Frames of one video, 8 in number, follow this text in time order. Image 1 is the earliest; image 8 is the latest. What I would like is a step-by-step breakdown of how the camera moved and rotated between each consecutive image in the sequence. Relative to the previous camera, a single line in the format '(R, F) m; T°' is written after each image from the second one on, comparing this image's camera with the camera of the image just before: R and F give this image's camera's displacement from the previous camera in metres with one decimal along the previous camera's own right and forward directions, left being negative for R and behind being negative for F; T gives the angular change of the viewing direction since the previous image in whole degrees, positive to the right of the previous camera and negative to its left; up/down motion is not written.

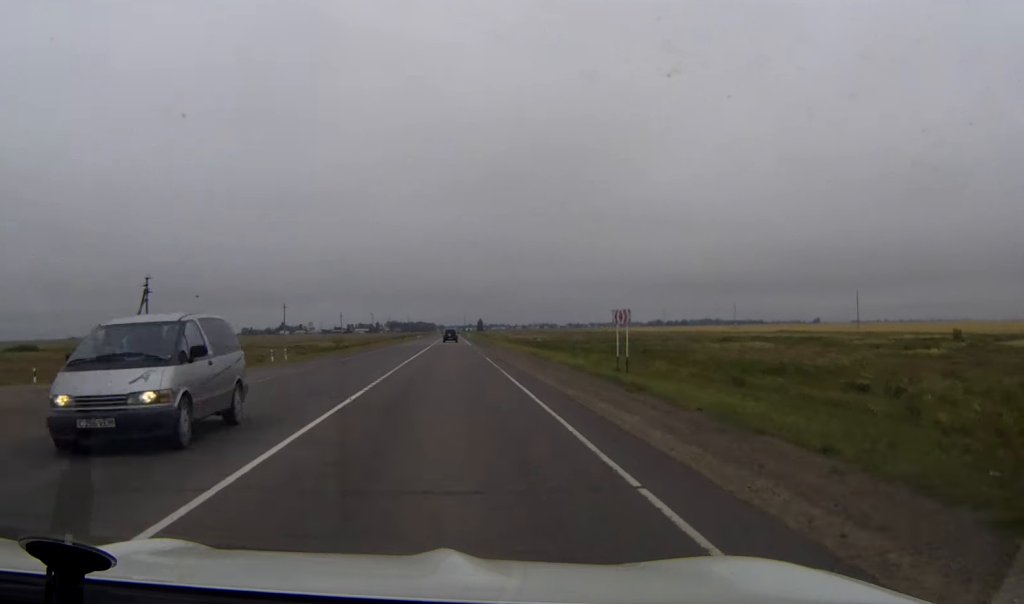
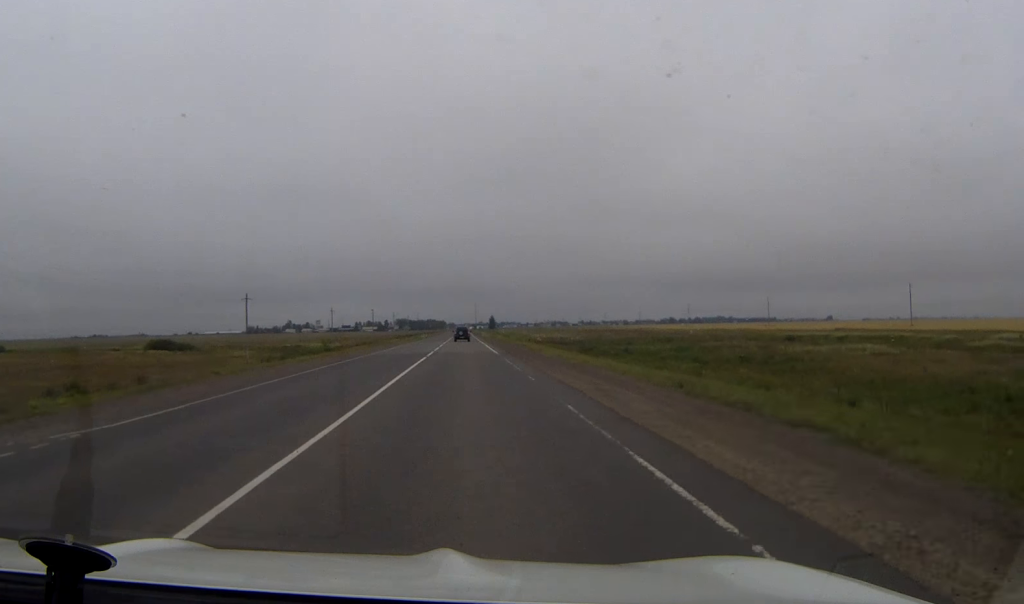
(0.0, +36.2) m; 0°
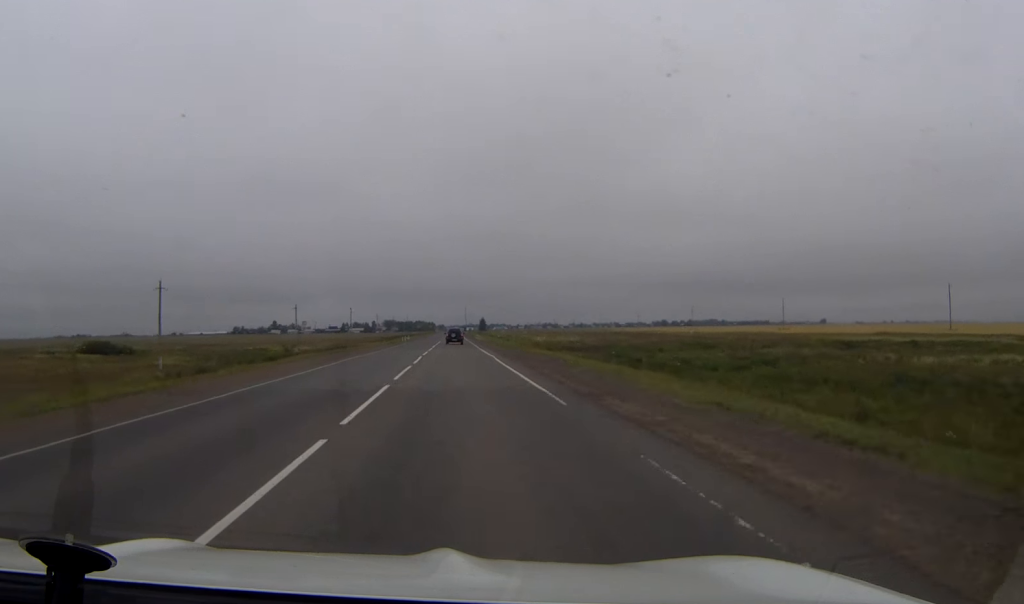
(+0.1, +33.4) m; 0°
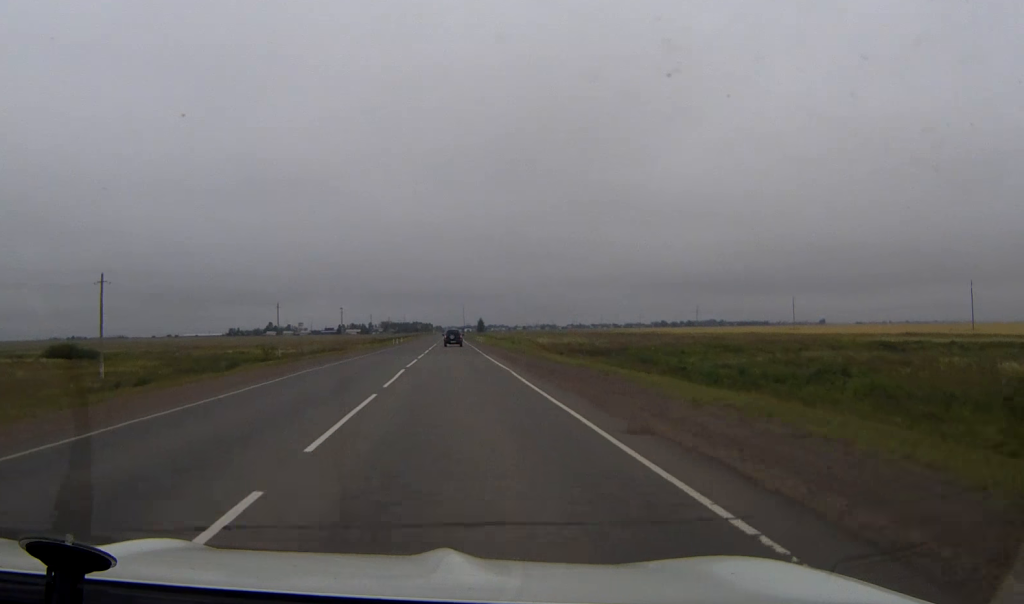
(0.0, +15.2) m; 0°
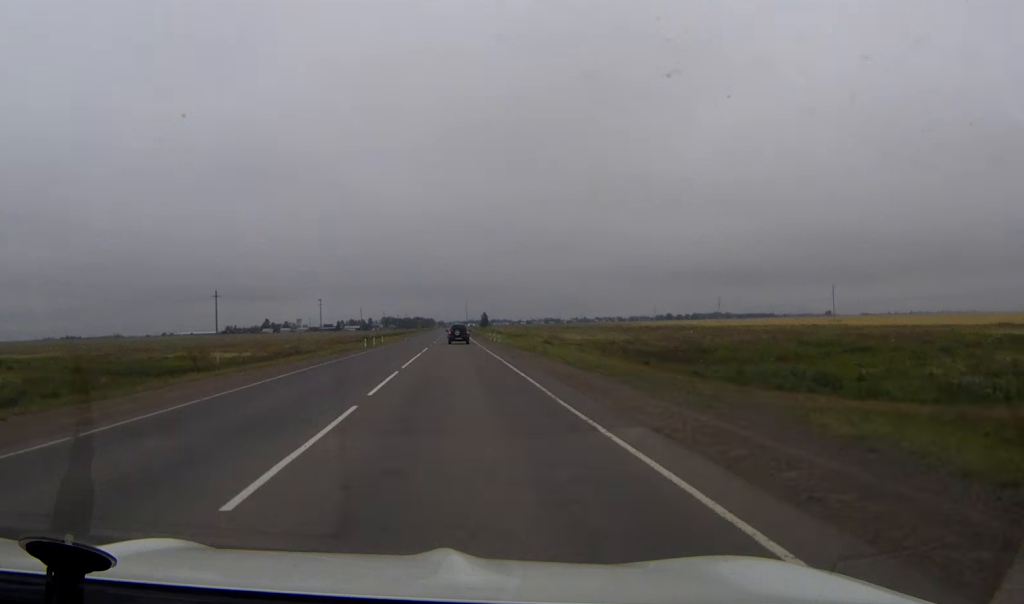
(-0.1, +41.0) m; 0°
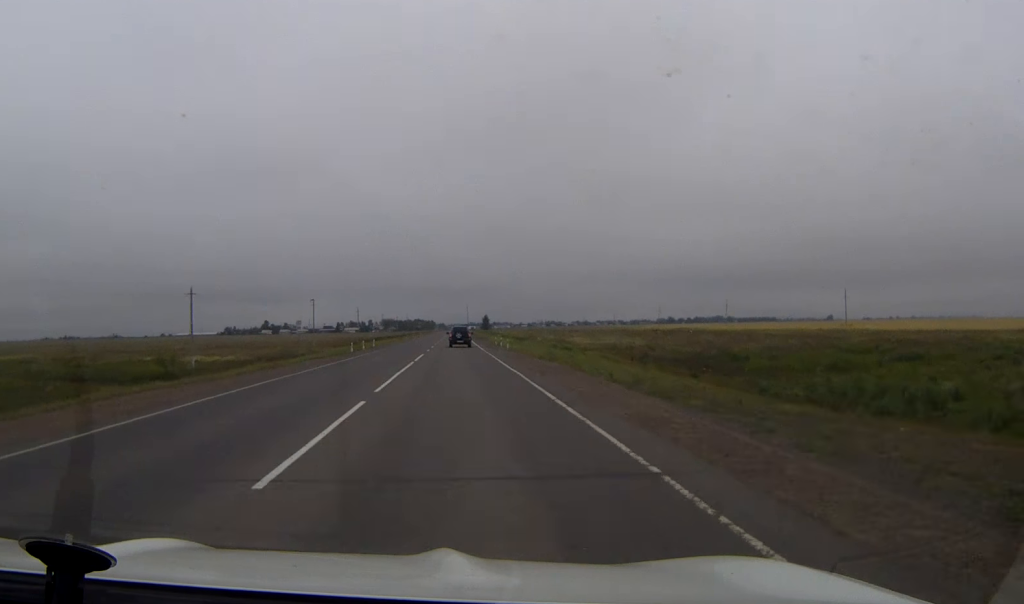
(0.0, +11.6) m; 0°
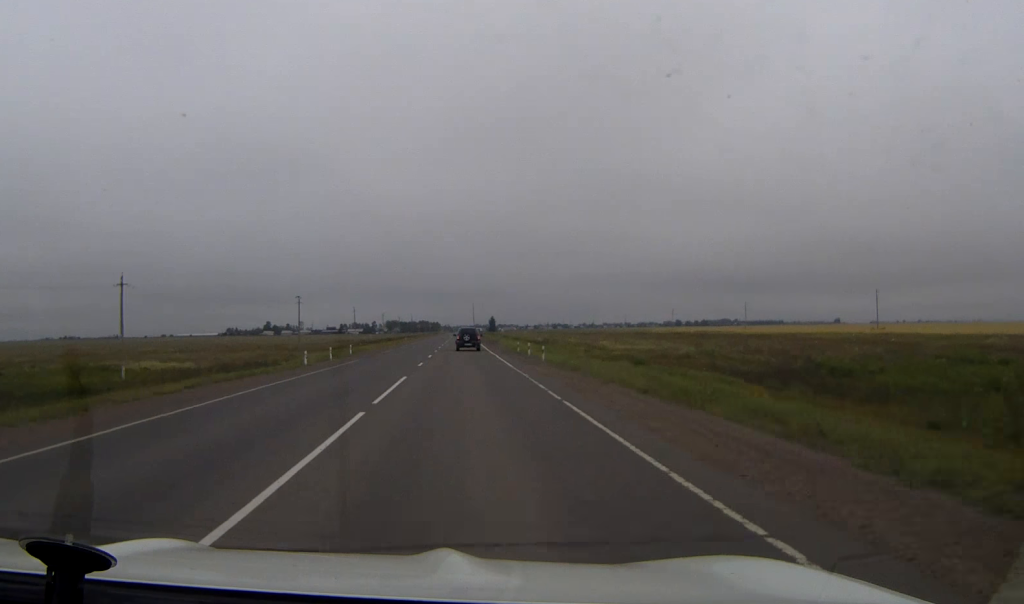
(0.0, +22.9) m; 0°
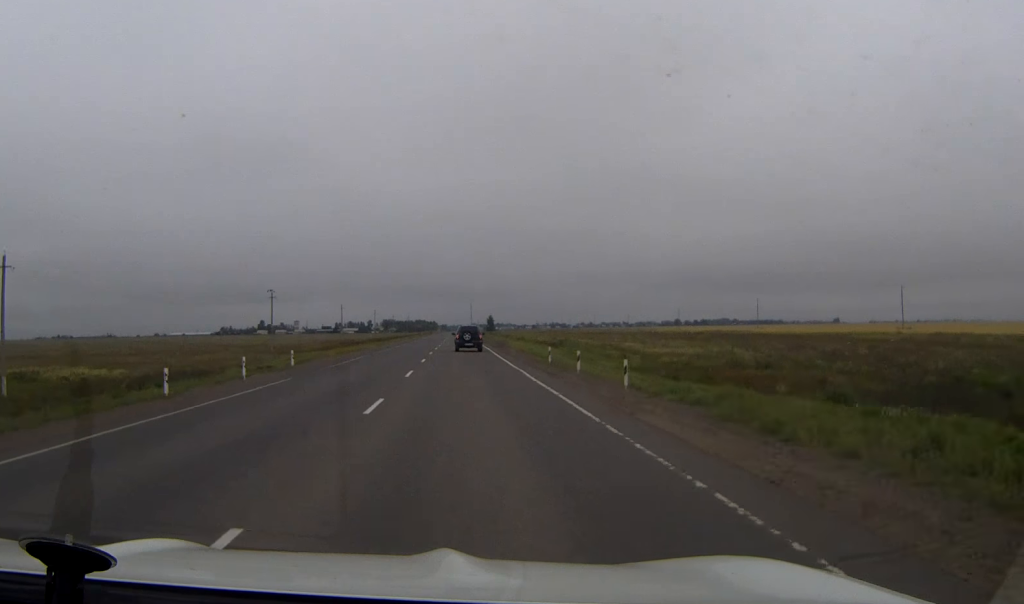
(0.0, +21.4) m; 0°
